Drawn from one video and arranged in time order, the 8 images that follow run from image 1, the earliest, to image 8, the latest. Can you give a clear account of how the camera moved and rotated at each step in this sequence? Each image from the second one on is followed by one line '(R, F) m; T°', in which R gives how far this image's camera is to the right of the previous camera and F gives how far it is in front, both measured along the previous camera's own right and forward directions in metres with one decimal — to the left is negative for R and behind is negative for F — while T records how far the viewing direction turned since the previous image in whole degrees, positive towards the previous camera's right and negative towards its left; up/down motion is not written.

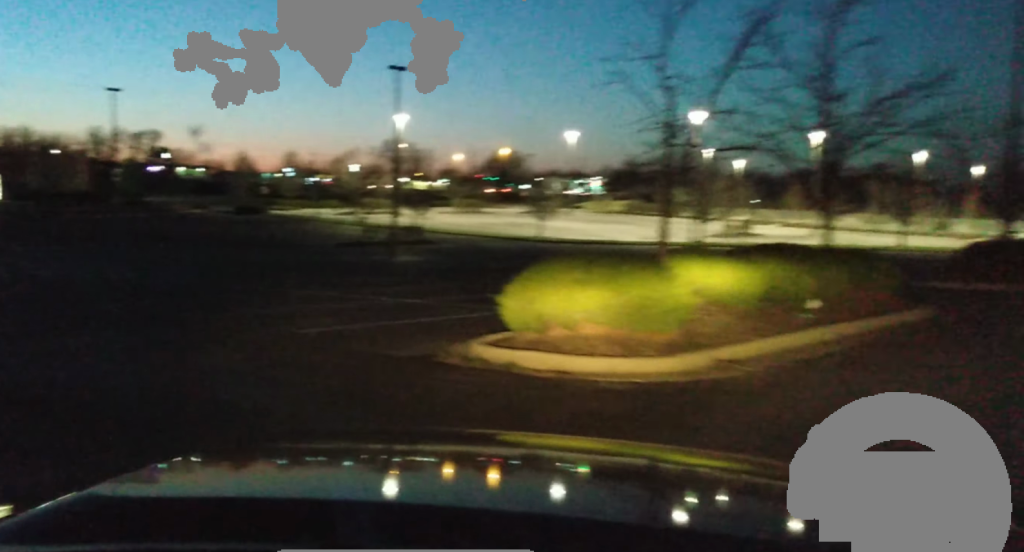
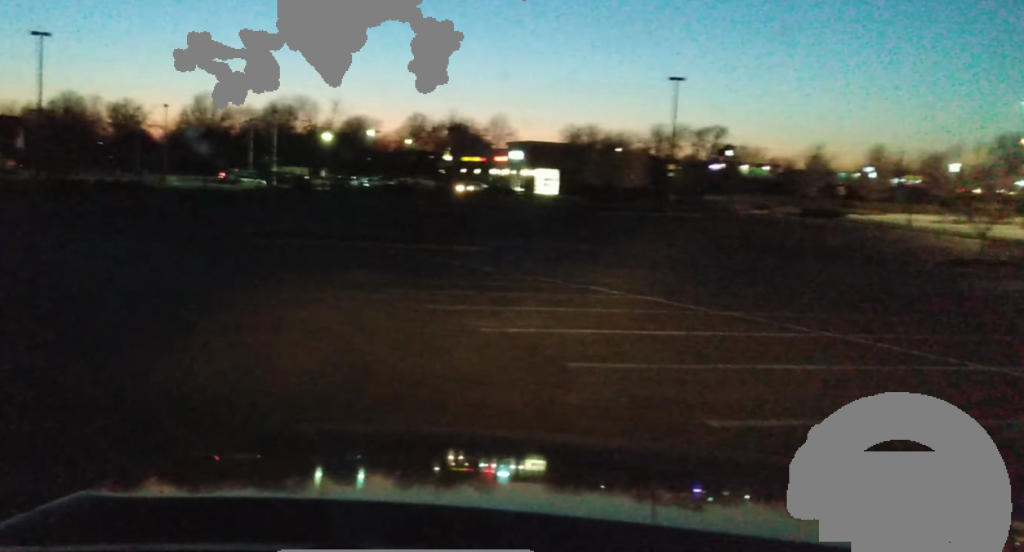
(-2.4, +7.4) m; -35°
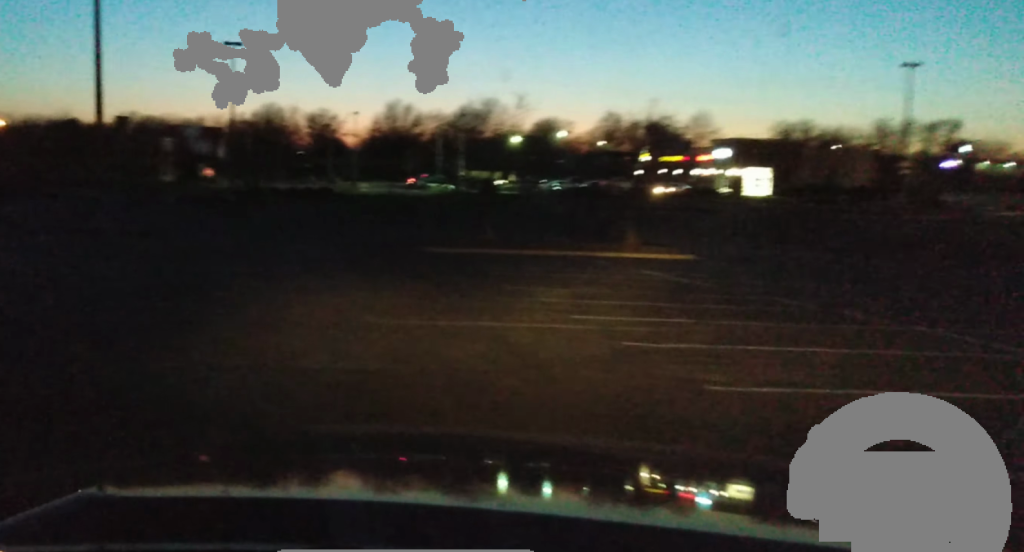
(-0.3, +3.7) m; -13°
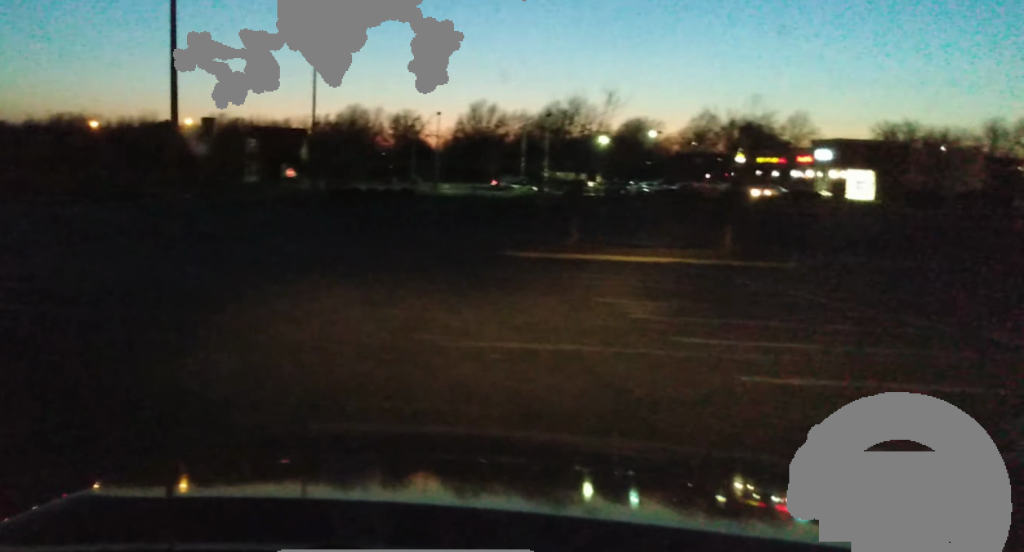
(-0.3, +1.9) m; -7°
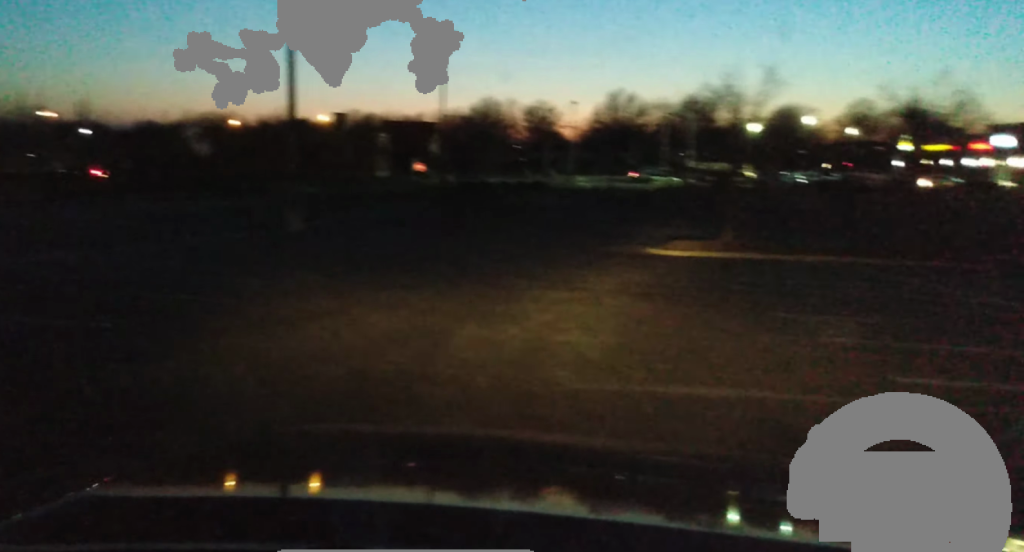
(-0.2, +3.1) m; -12°
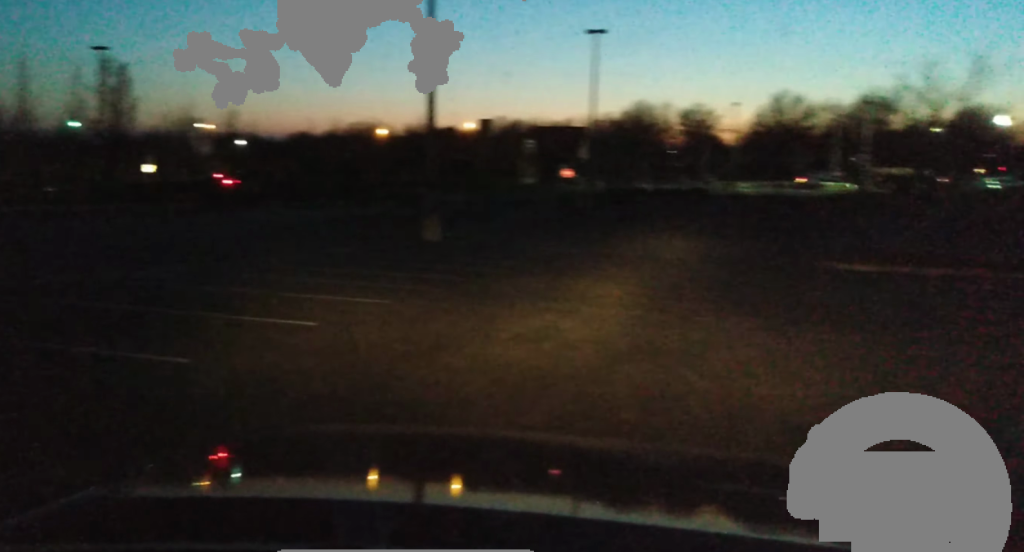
(-0.3, +2.6) m; -9°
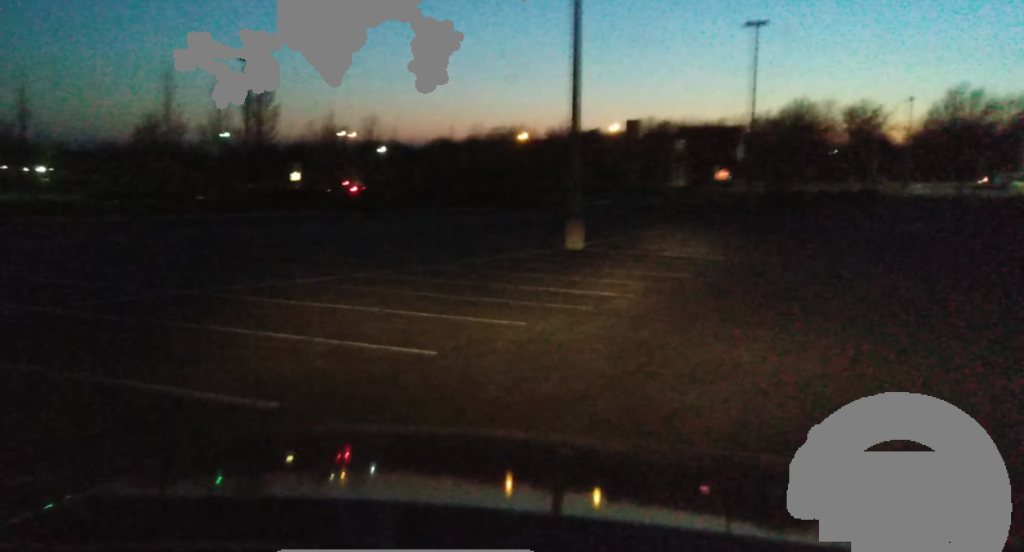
(0.0, +1.9) m; -7°
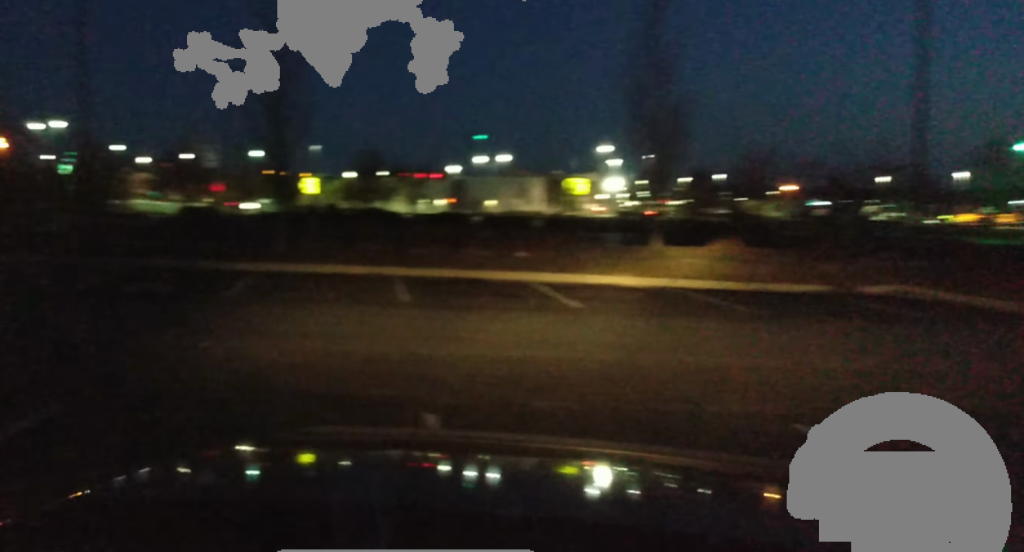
(-4.5, +9.4) m; -55°
